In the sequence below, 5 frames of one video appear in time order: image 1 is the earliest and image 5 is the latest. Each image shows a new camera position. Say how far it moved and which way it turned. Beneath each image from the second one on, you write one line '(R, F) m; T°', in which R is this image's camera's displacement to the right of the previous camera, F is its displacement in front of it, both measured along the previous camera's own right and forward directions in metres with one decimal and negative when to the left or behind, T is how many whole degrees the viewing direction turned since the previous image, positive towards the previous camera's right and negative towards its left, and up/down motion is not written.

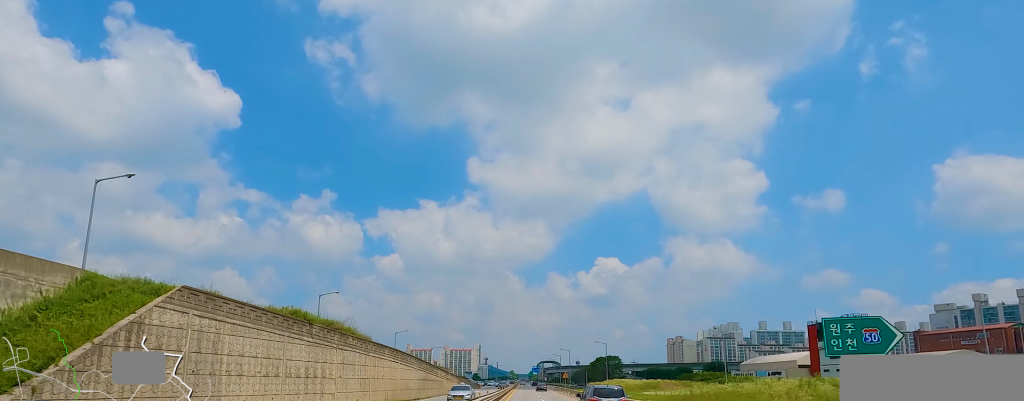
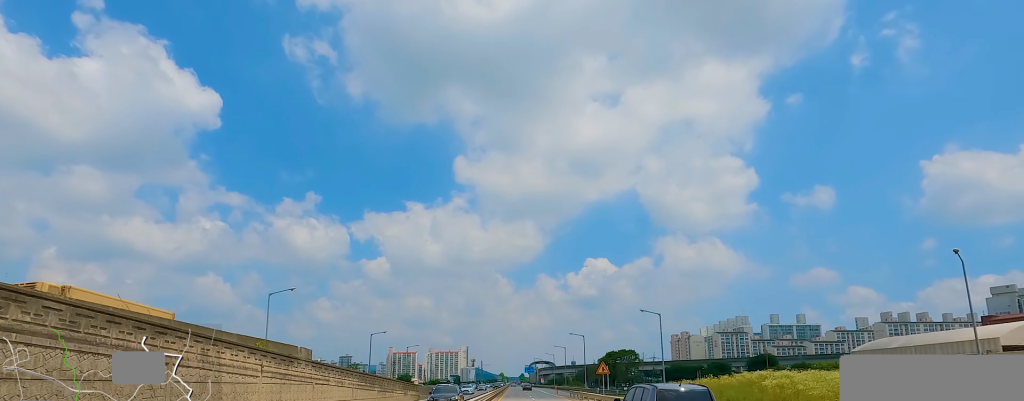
(+1.7, +49.3) m; +3°
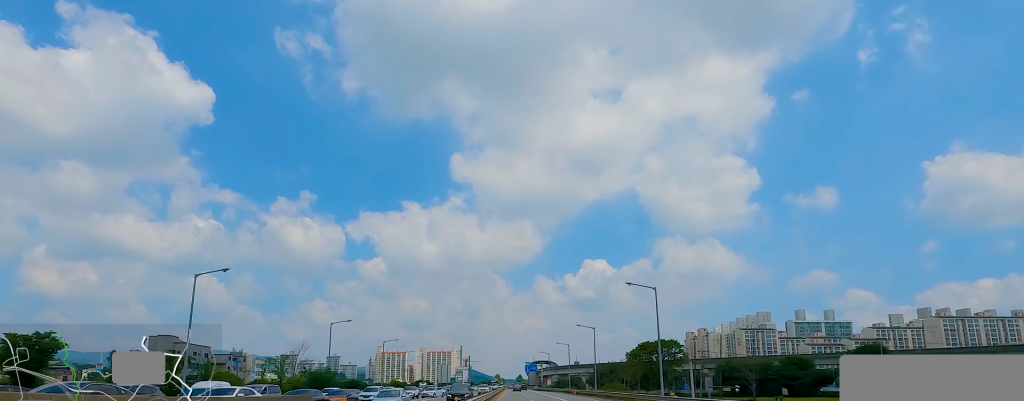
(-0.6, +48.6) m; 0°
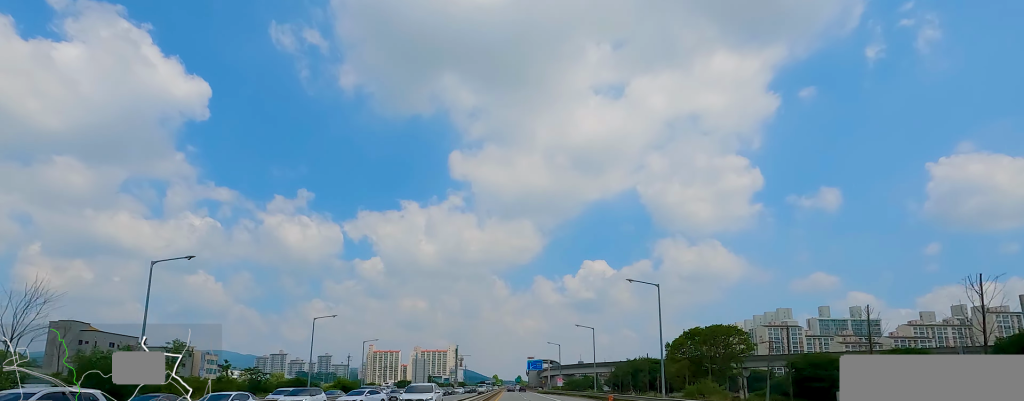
(+1.5, +35.3) m; +5°
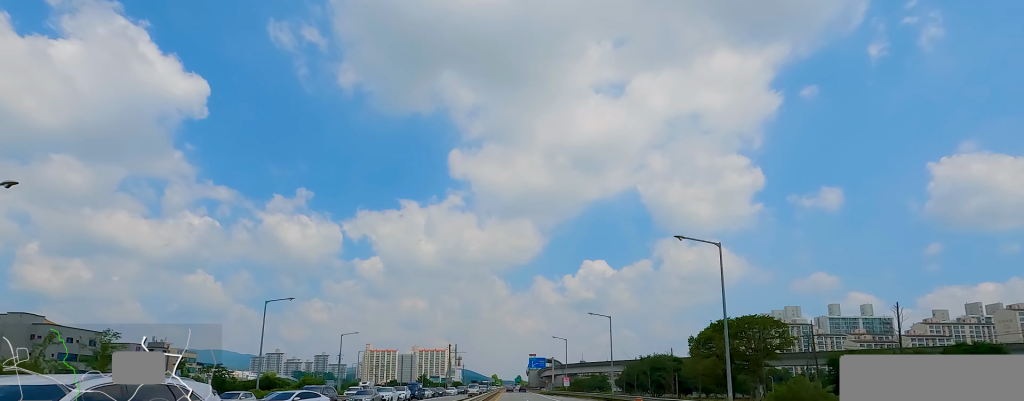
(-0.1, +12.9) m; +1°
